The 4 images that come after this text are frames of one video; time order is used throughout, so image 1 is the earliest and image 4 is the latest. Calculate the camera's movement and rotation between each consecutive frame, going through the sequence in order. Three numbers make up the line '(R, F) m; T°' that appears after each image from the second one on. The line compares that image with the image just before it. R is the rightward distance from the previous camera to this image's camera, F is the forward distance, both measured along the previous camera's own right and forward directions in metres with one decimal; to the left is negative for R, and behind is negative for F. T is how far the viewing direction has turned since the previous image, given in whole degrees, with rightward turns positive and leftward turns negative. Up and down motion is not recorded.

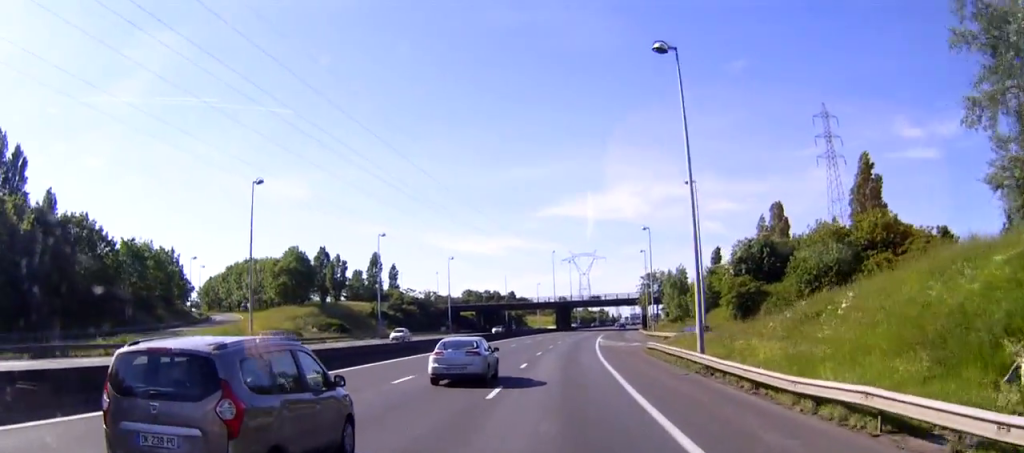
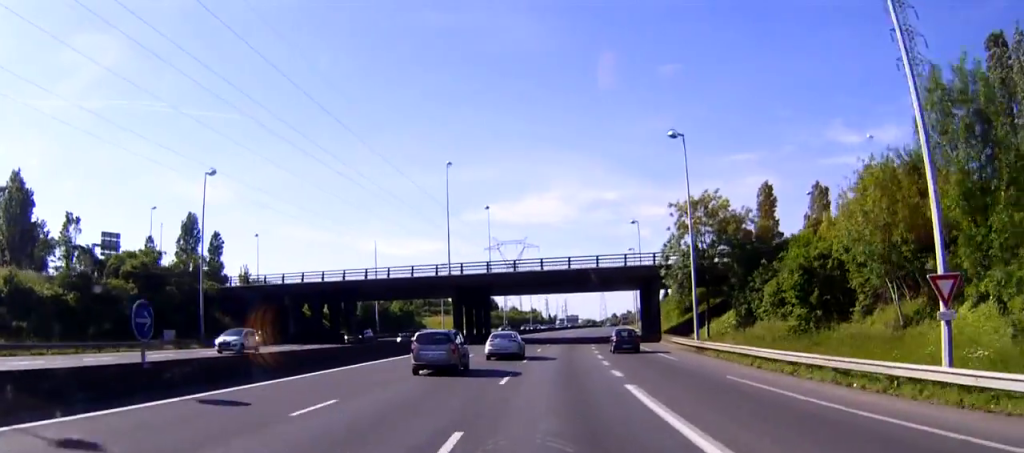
(+2.6, +87.2) m; +4°
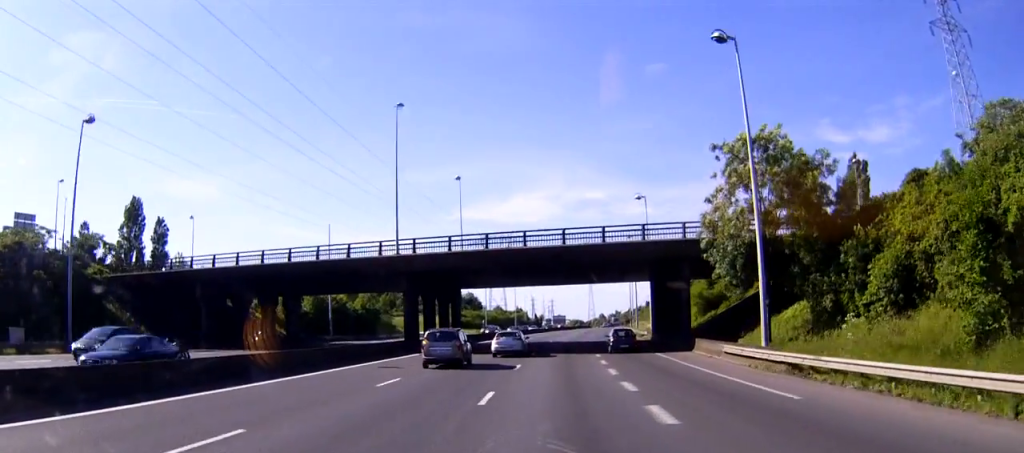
(+0.3, +18.4) m; +1°
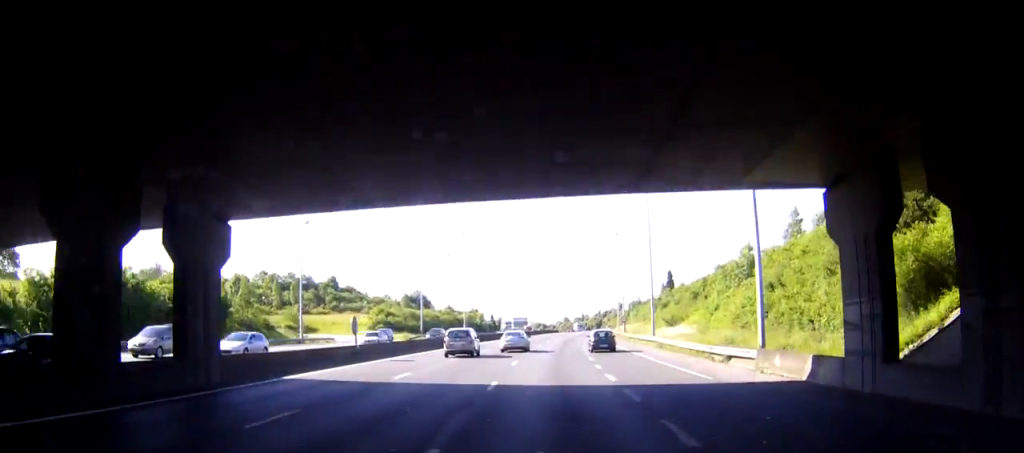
(+0.4, +48.9) m; +2°
